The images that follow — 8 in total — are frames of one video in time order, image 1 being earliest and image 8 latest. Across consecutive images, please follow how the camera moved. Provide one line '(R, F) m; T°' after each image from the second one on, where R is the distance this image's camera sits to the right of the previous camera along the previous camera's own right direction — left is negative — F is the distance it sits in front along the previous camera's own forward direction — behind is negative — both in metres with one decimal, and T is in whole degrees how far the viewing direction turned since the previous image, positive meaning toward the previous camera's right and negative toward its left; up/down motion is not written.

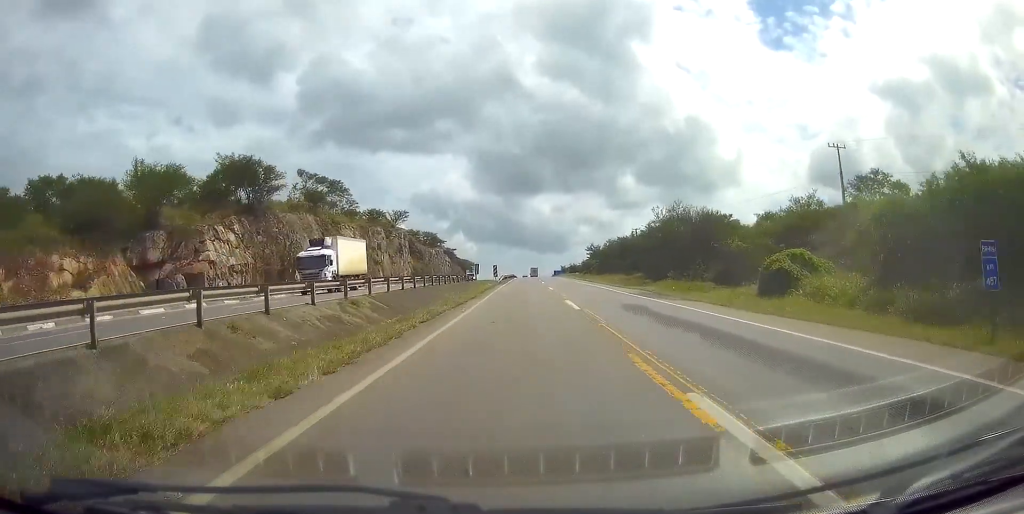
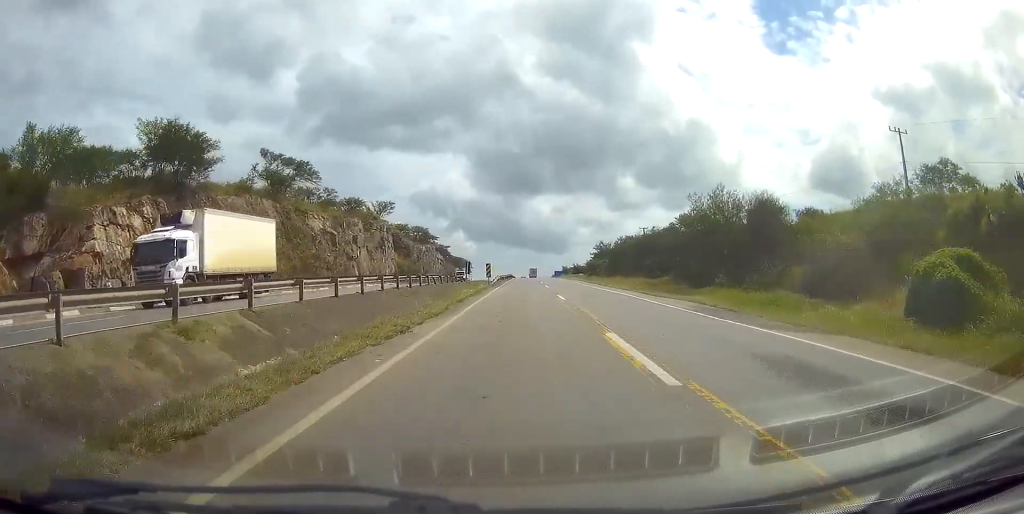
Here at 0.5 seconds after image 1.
(+0.1, +13.1) m; +1°
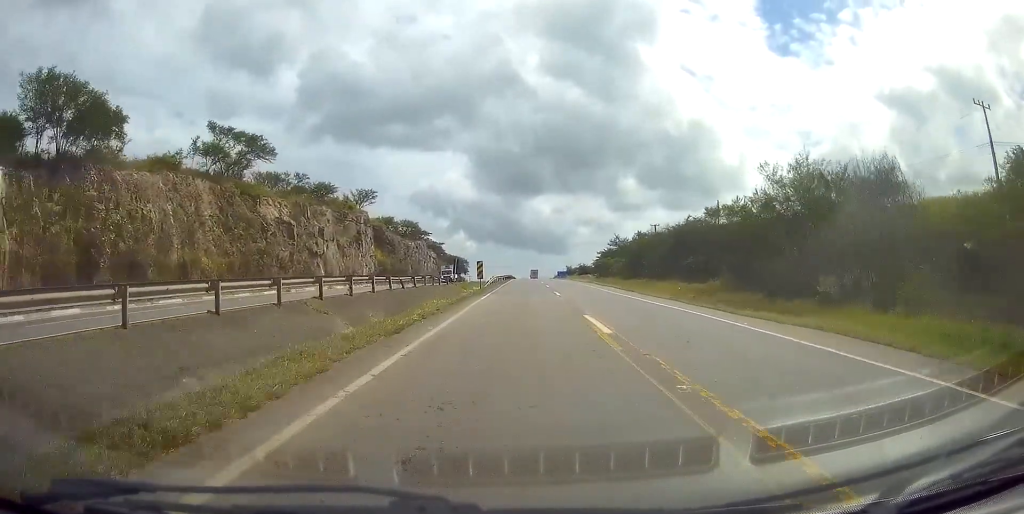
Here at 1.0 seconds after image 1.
(0.0, +14.0) m; +1°
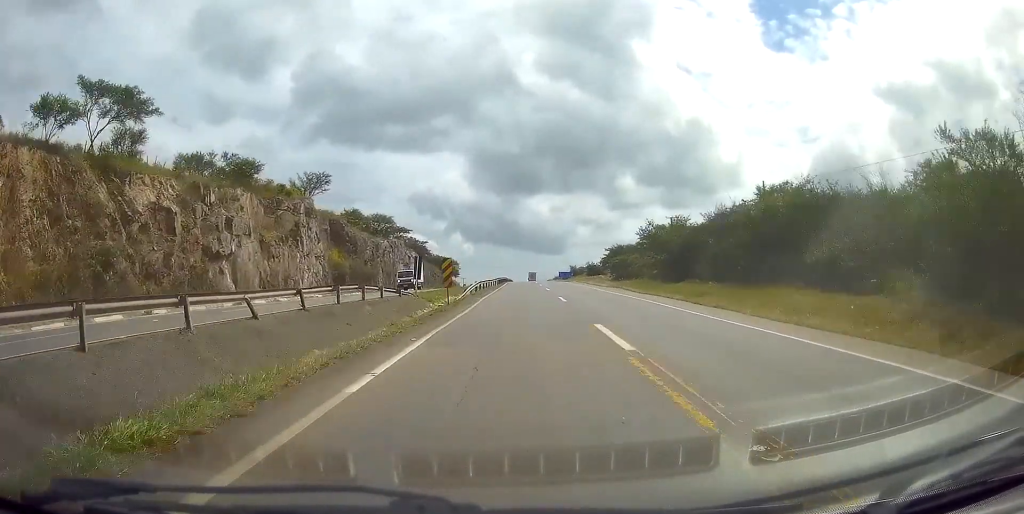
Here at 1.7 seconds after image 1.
(+0.3, +21.4) m; 0°
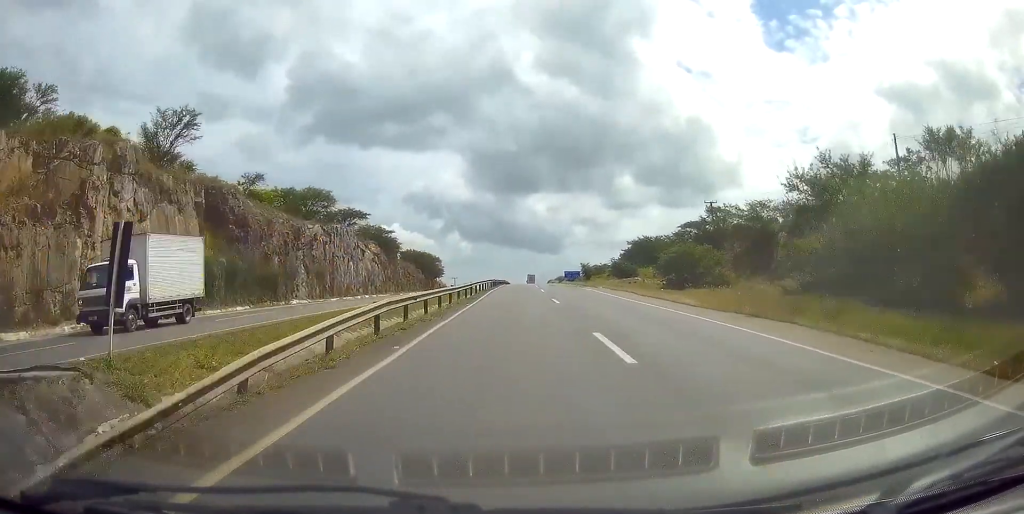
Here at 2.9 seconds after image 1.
(-0.4, +32.2) m; -1°
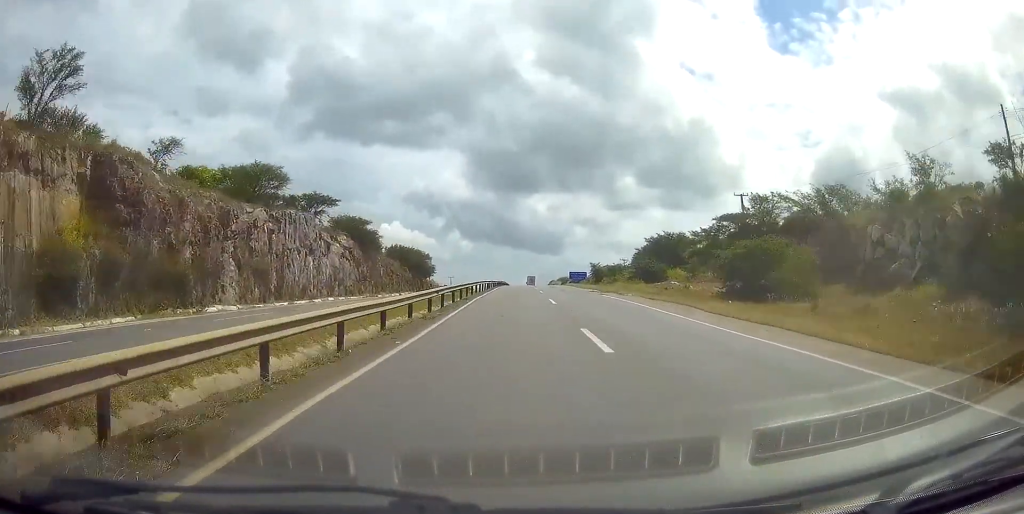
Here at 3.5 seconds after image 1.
(0.0, +15.5) m; 0°
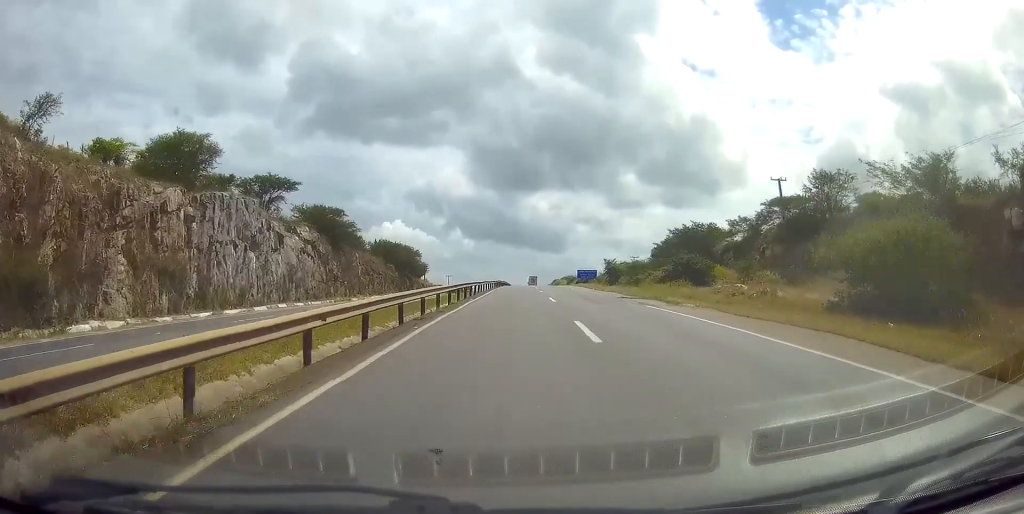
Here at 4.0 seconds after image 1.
(+0.2, +14.4) m; 0°
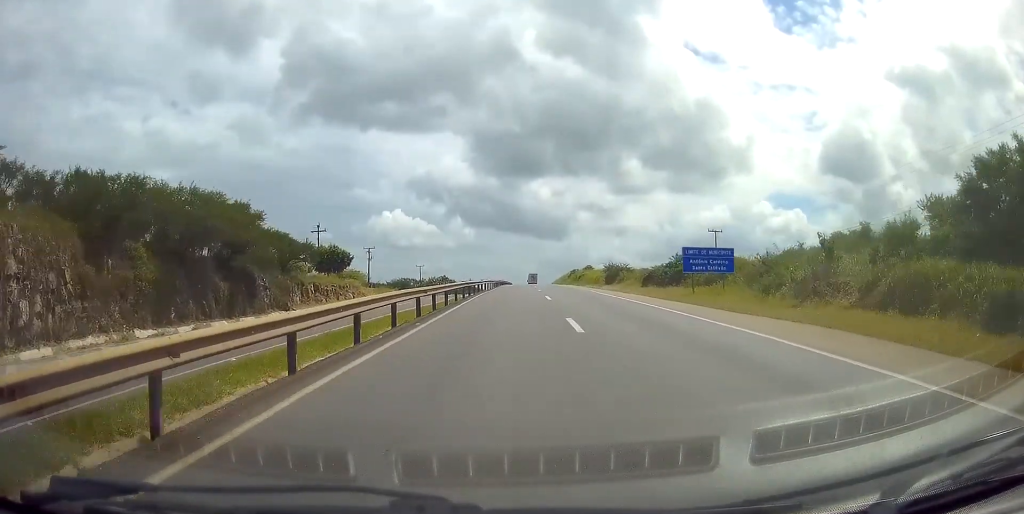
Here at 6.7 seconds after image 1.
(-0.1, +72.8) m; 0°
